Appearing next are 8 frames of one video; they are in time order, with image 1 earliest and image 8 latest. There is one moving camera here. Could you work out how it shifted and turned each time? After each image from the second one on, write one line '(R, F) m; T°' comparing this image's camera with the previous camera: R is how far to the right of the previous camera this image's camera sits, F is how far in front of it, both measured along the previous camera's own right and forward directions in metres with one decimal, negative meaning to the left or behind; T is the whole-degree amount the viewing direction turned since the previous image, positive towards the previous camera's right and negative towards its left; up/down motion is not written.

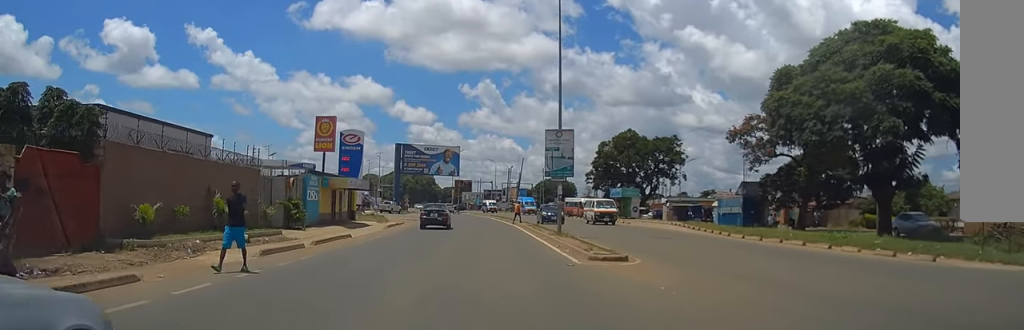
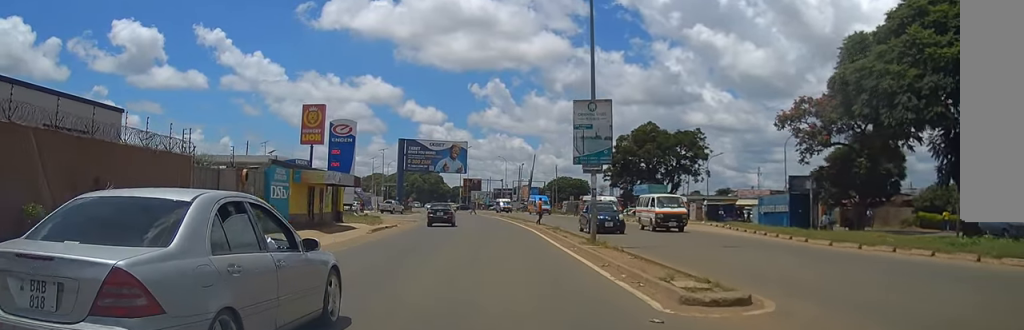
(-0.2, +7.1) m; -1°
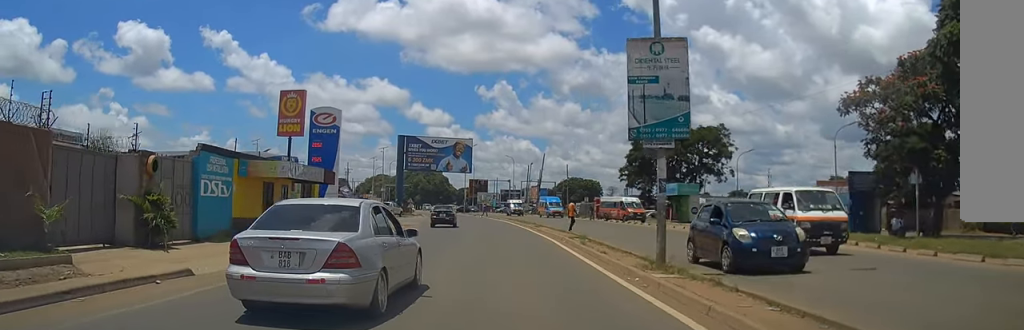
(0.0, +7.5) m; +1°
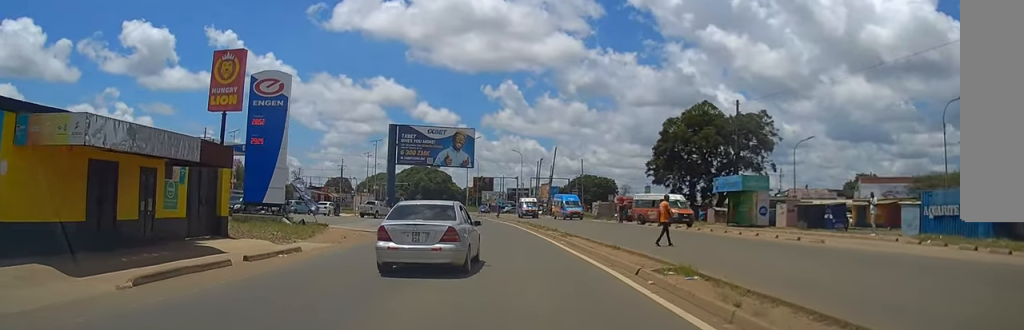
(+0.1, +12.8) m; 0°
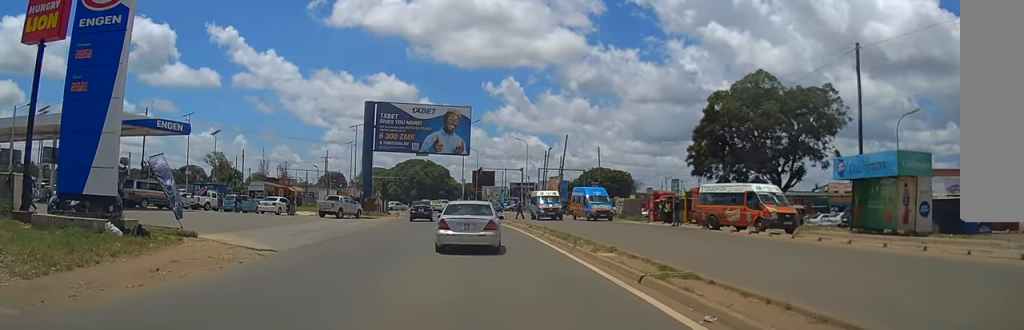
(-0.2, +16.2) m; -1°
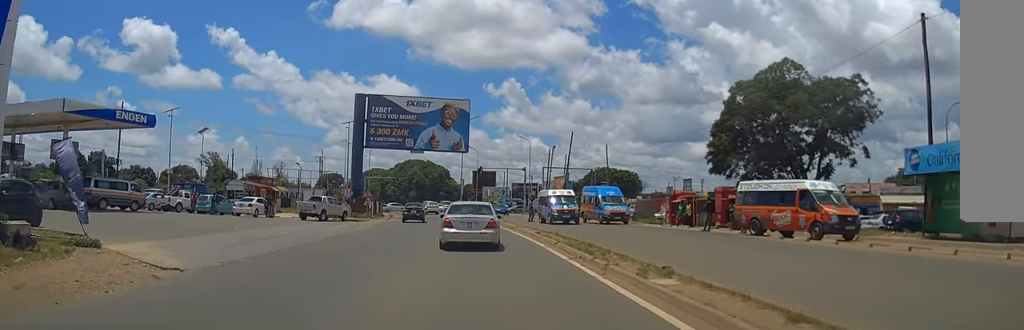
(0.0, +5.4) m; 0°
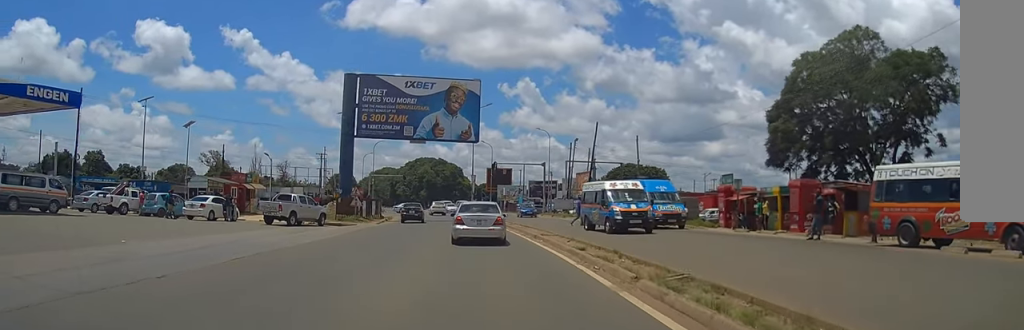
(-0.1, +10.2) m; -1°
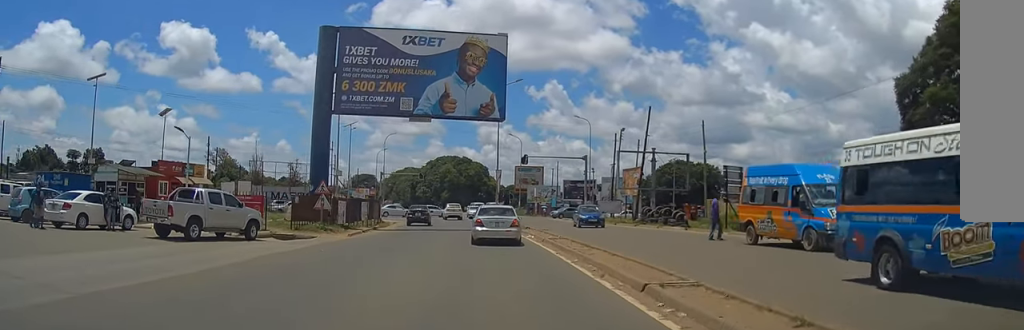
(-0.3, +15.5) m; -3°
